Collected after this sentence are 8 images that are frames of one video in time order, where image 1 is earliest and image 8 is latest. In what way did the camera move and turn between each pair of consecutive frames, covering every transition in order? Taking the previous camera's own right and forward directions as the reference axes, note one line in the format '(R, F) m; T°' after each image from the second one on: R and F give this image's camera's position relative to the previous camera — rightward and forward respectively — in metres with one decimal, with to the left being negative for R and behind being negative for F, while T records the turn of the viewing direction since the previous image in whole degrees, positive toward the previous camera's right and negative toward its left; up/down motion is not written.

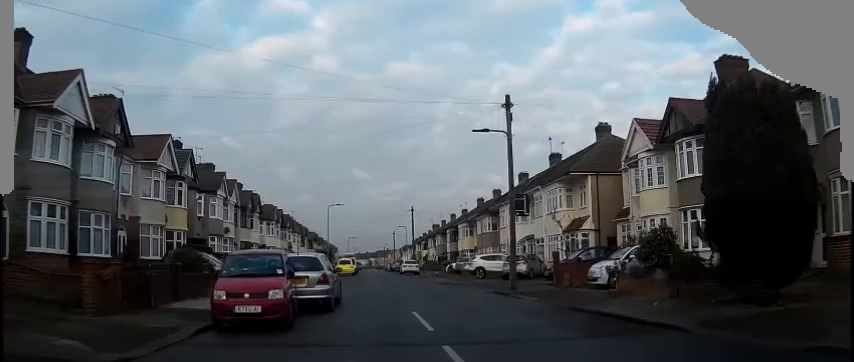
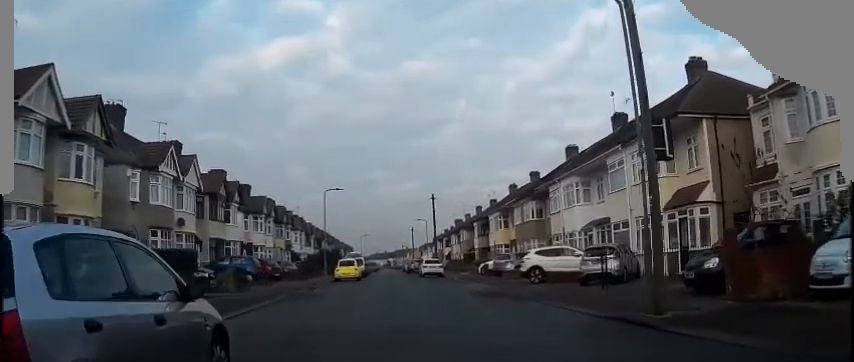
(-0.4, +12.4) m; -4°
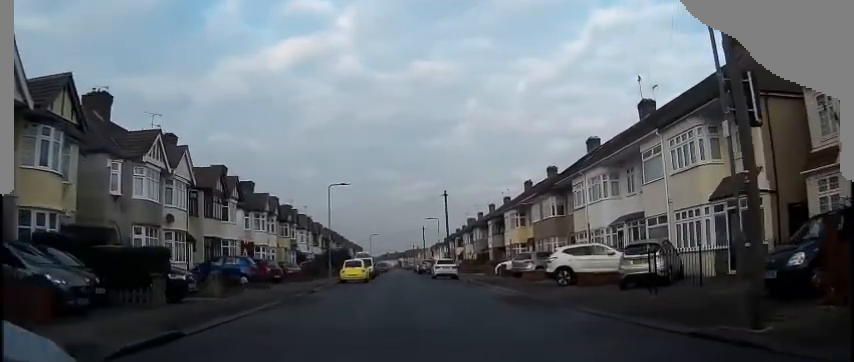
(-0.1, +3.1) m; -1°
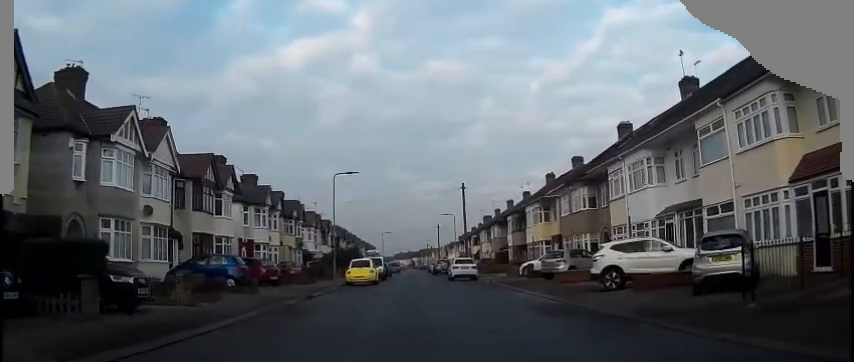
(0.0, +4.3) m; 0°
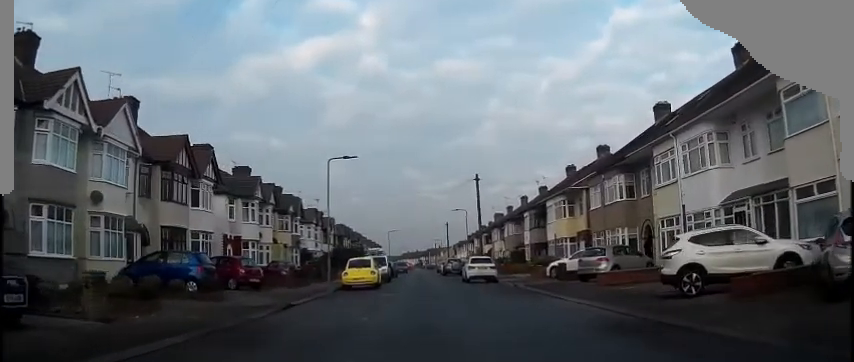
(0.0, +5.3) m; 0°
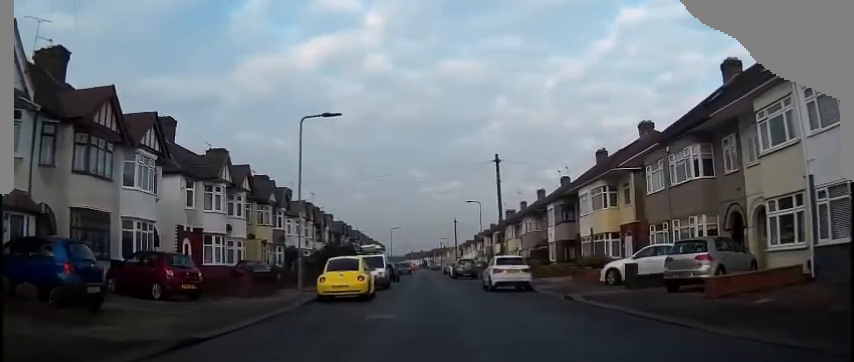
(-0.1, +8.4) m; 0°
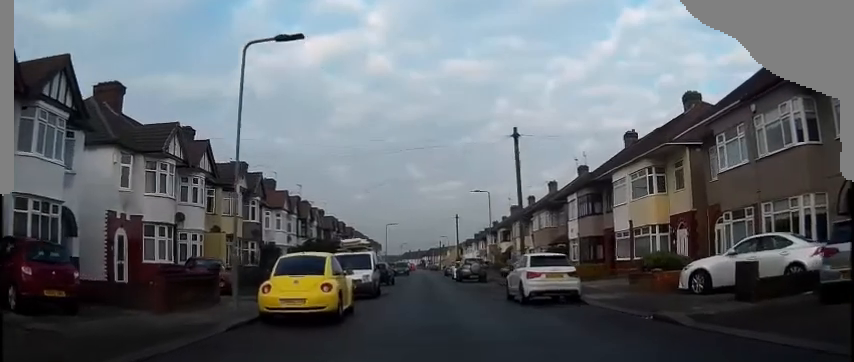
(0.0, +7.4) m; 0°
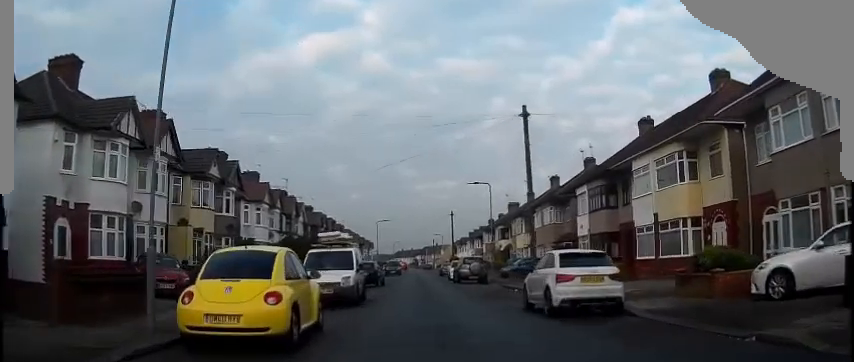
(0.0, +4.2) m; 0°
